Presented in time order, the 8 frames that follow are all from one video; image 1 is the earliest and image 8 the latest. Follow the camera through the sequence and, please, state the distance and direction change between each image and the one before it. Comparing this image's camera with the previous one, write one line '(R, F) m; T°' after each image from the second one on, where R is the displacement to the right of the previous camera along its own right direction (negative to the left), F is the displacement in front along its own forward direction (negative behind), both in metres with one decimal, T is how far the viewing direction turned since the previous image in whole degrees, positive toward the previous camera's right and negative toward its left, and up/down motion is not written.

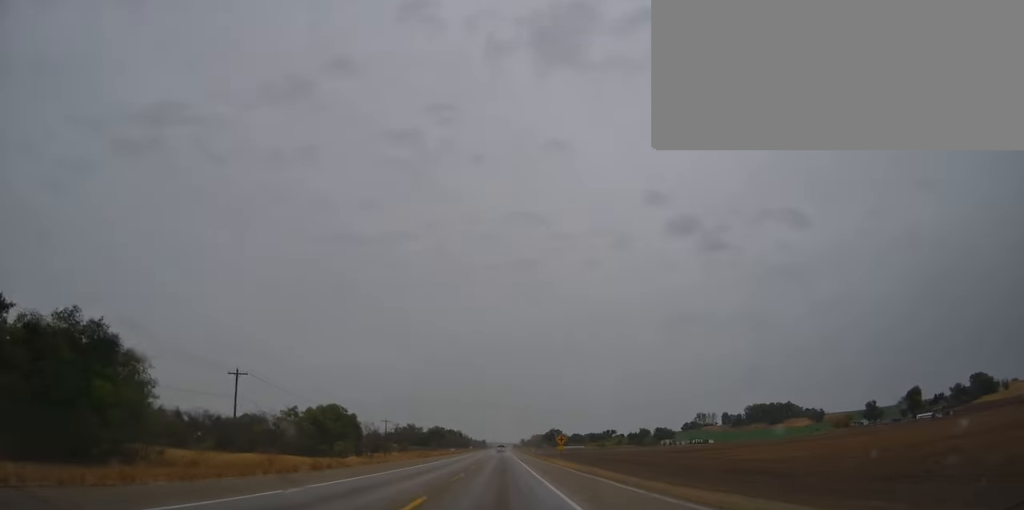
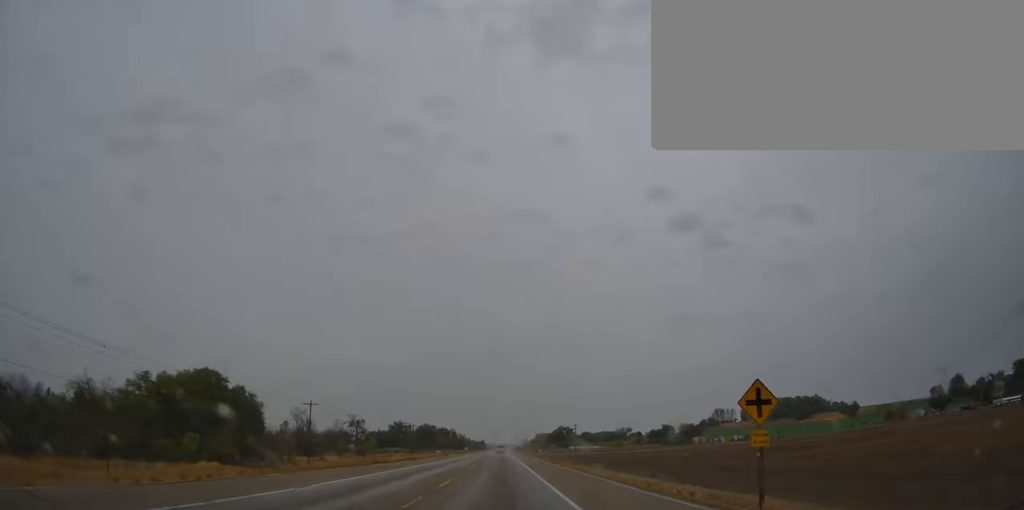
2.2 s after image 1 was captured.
(-0.4, +68.3) m; 0°
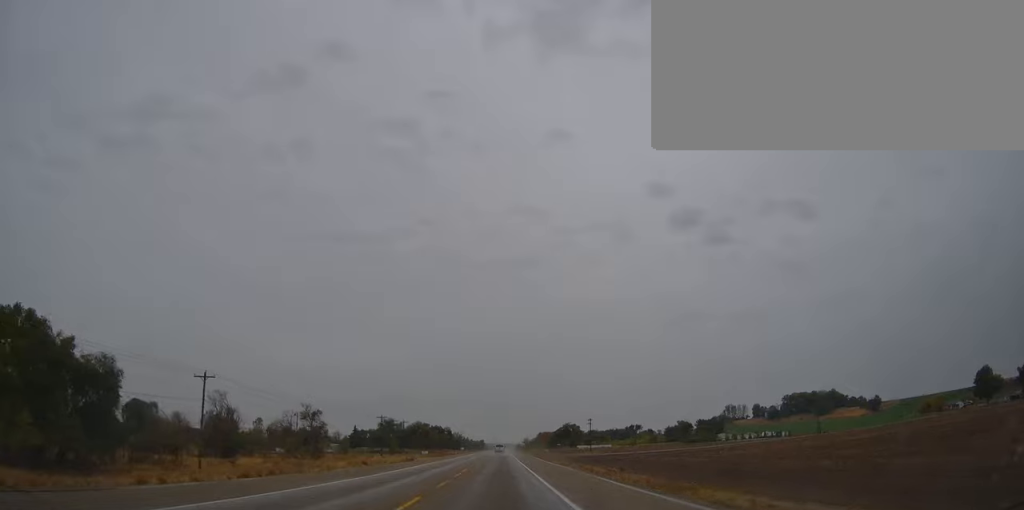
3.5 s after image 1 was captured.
(0.0, +39.0) m; 0°
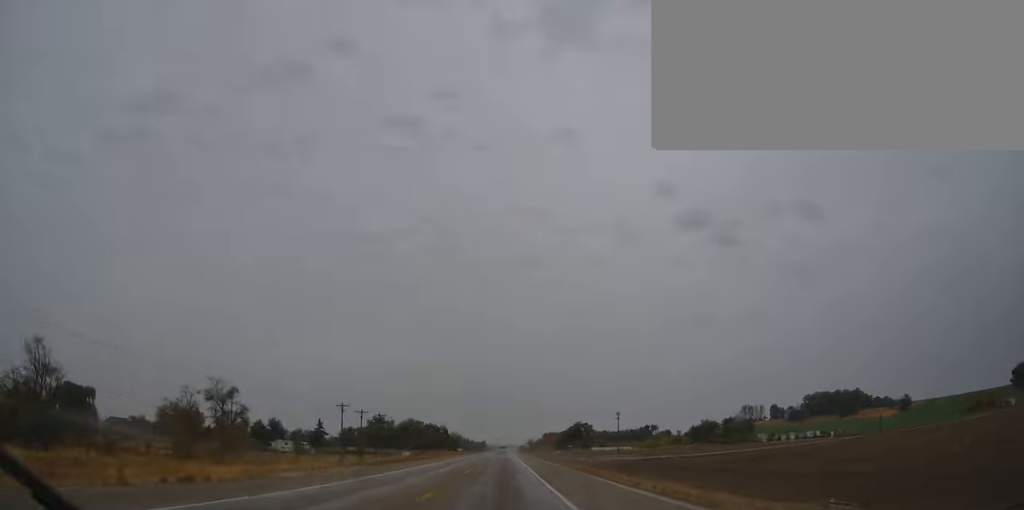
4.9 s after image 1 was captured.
(+0.1, +42.9) m; 0°
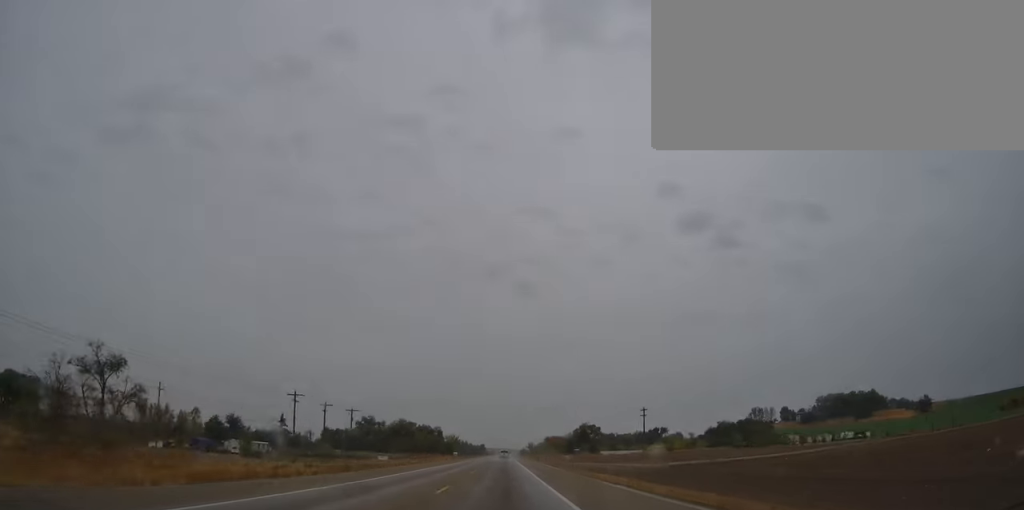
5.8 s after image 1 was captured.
(0.0, +28.4) m; 0°
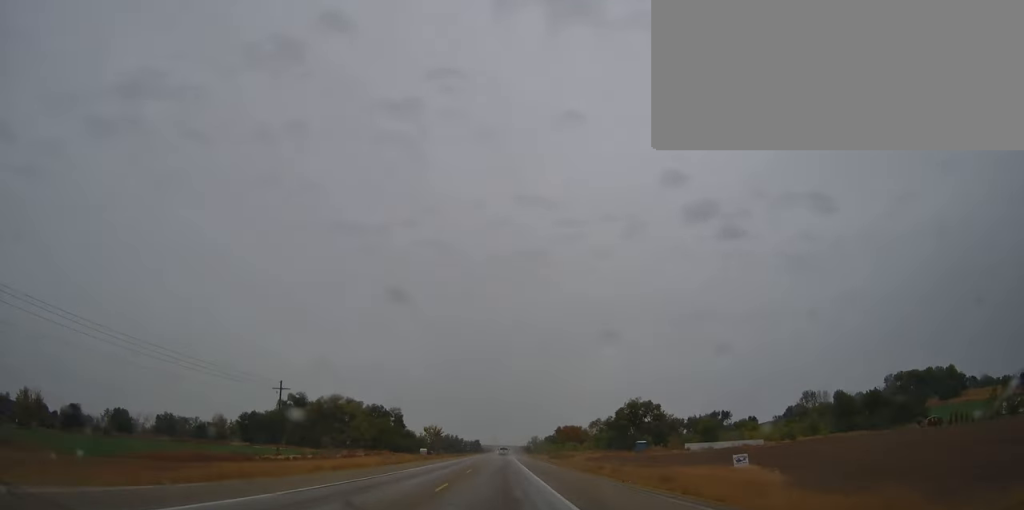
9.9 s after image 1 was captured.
(+0.2, +122.6) m; 0°
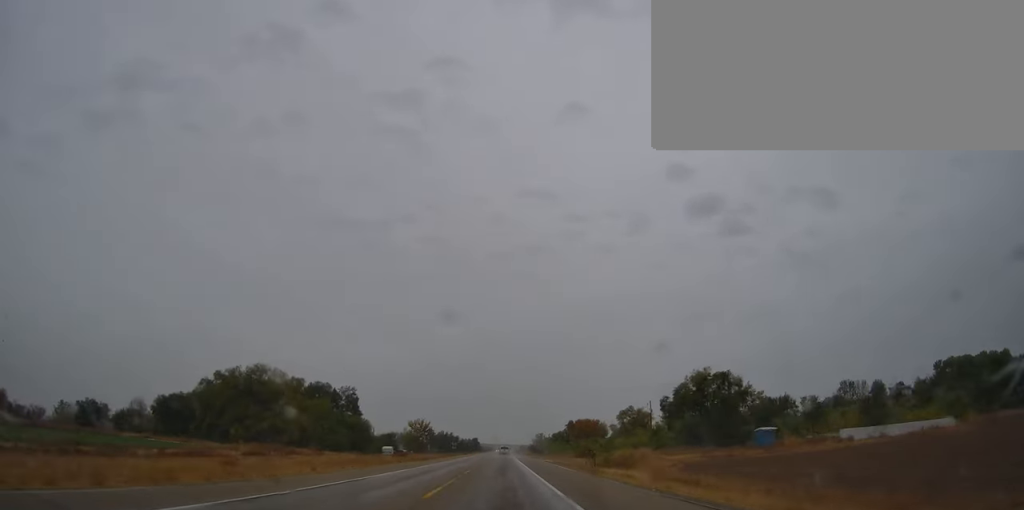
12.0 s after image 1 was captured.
(-0.6, +63.8) m; 0°
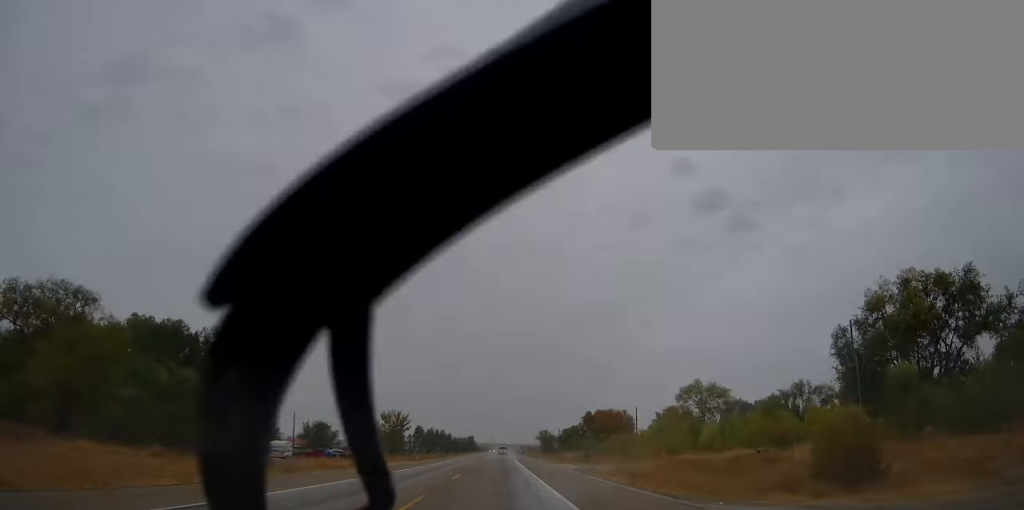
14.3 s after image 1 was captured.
(+0.6, +68.1) m; +1°
